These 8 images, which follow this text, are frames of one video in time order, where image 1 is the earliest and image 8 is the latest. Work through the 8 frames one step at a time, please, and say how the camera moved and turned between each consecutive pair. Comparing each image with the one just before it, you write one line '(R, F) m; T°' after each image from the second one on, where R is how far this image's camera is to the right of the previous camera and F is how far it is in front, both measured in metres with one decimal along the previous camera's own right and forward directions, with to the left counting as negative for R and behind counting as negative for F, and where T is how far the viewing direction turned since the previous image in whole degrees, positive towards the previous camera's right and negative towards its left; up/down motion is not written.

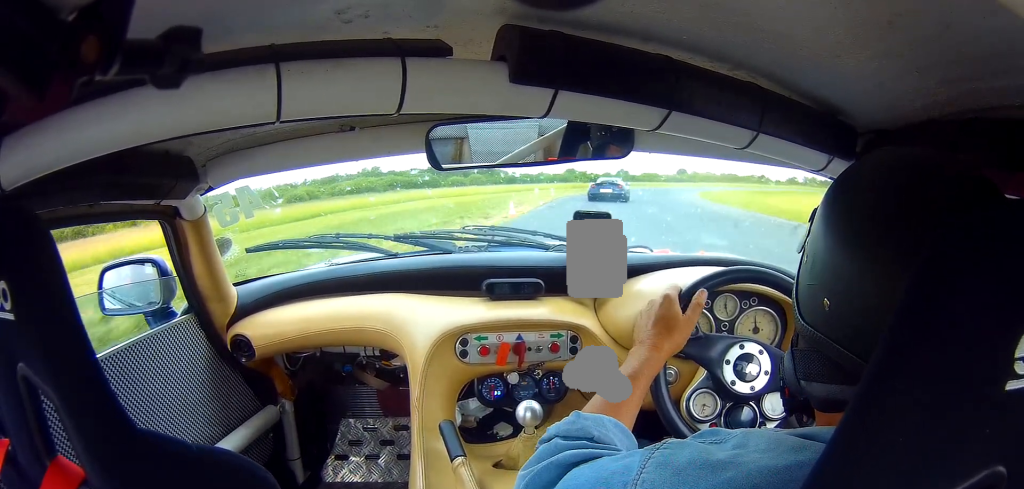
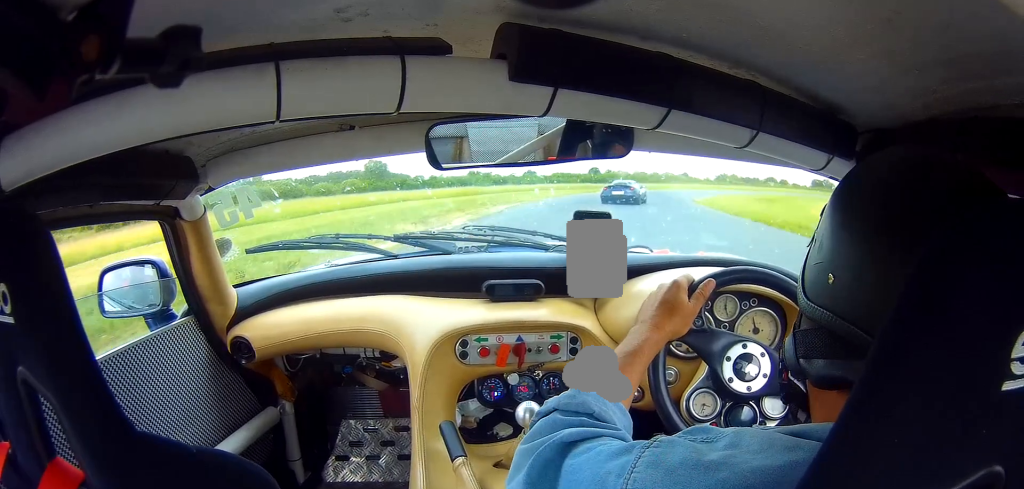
(+2.7, +31.5) m; +9°
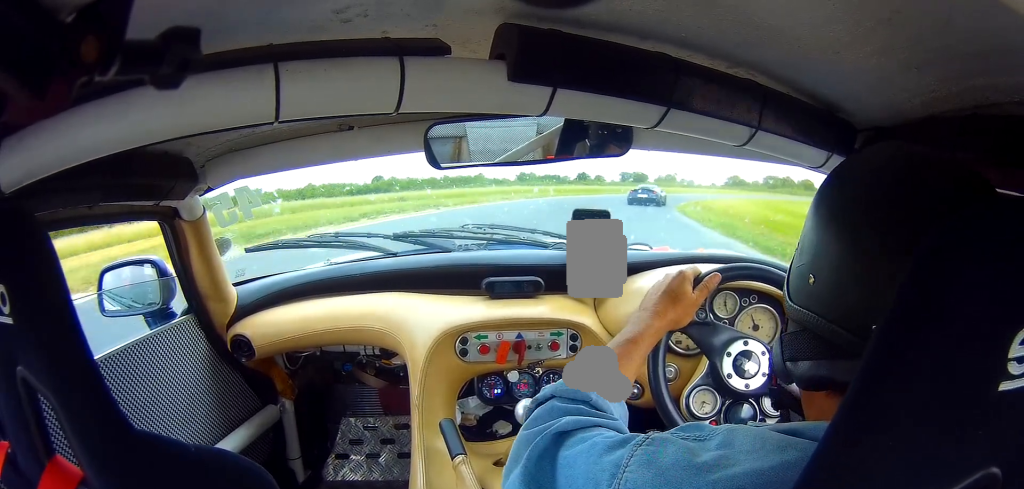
(+5.9, +47.0) m; +17°
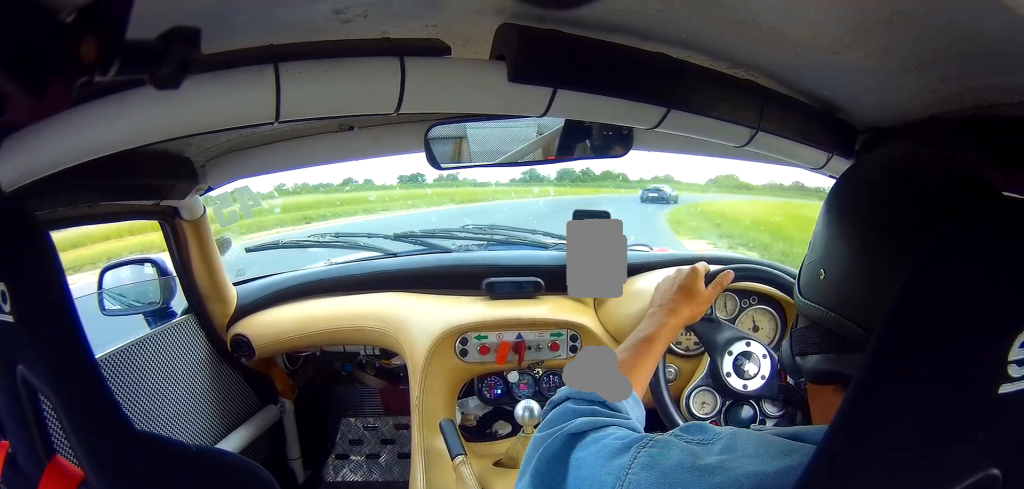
(+8.7, +45.7) m; +21°
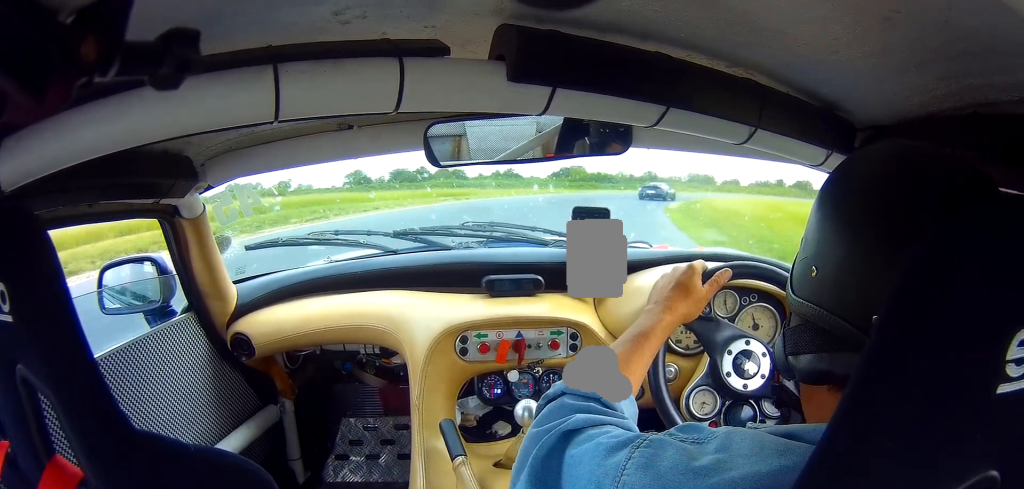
(+3.8, +30.1) m; +17°
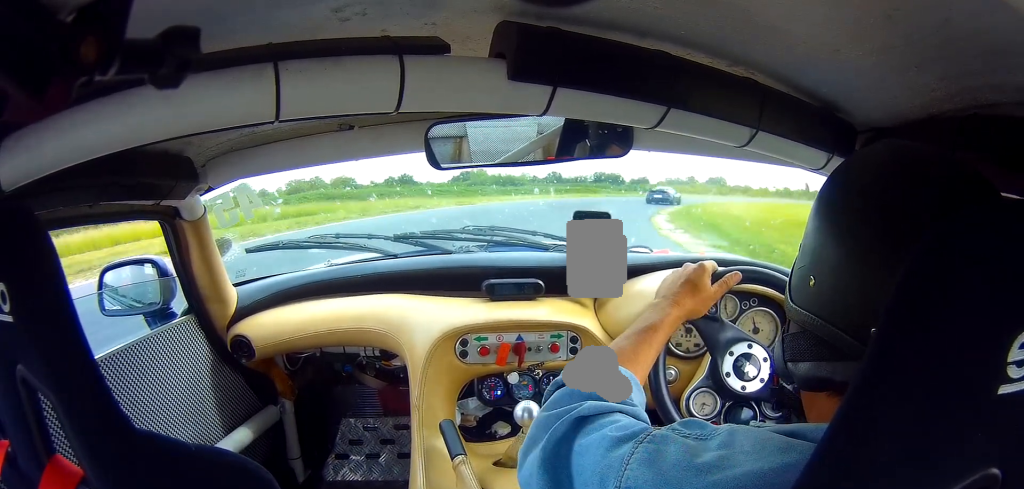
(+1.2, +19.6) m; +11°
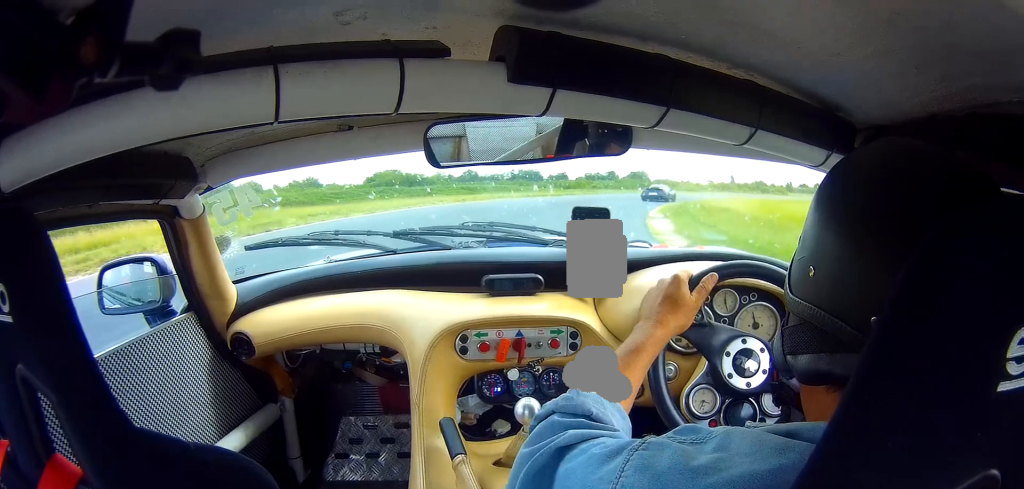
(+2.5, +15.1) m; +7°
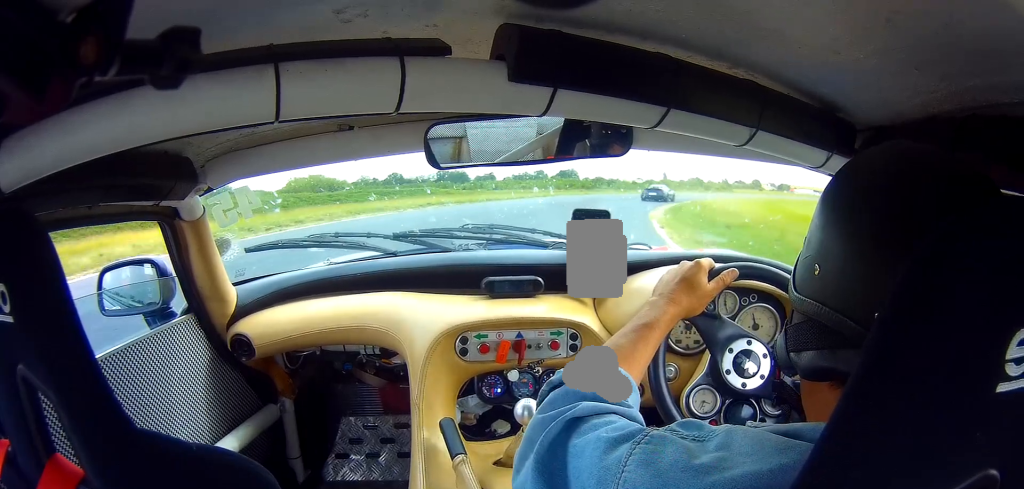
(+0.9, +14.3) m; +6°
